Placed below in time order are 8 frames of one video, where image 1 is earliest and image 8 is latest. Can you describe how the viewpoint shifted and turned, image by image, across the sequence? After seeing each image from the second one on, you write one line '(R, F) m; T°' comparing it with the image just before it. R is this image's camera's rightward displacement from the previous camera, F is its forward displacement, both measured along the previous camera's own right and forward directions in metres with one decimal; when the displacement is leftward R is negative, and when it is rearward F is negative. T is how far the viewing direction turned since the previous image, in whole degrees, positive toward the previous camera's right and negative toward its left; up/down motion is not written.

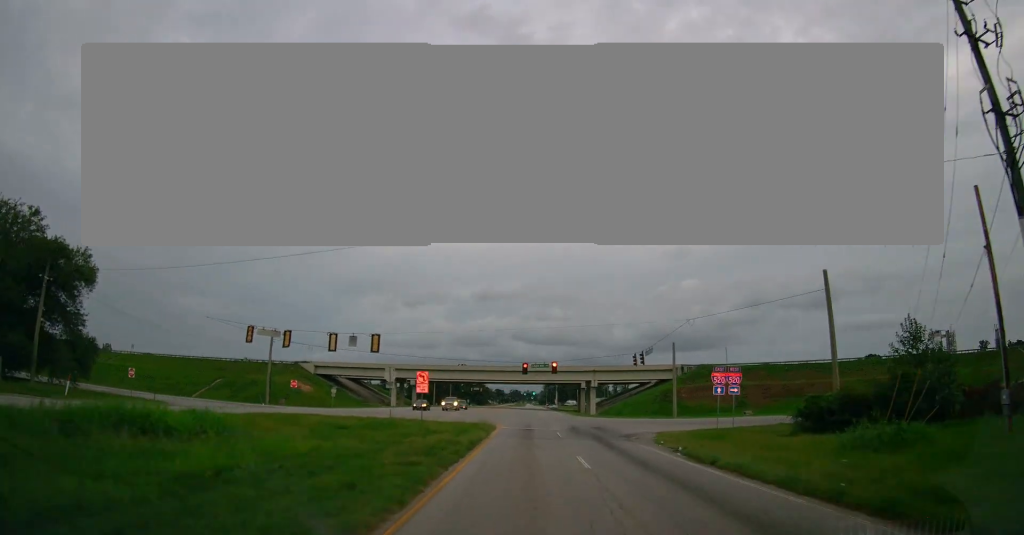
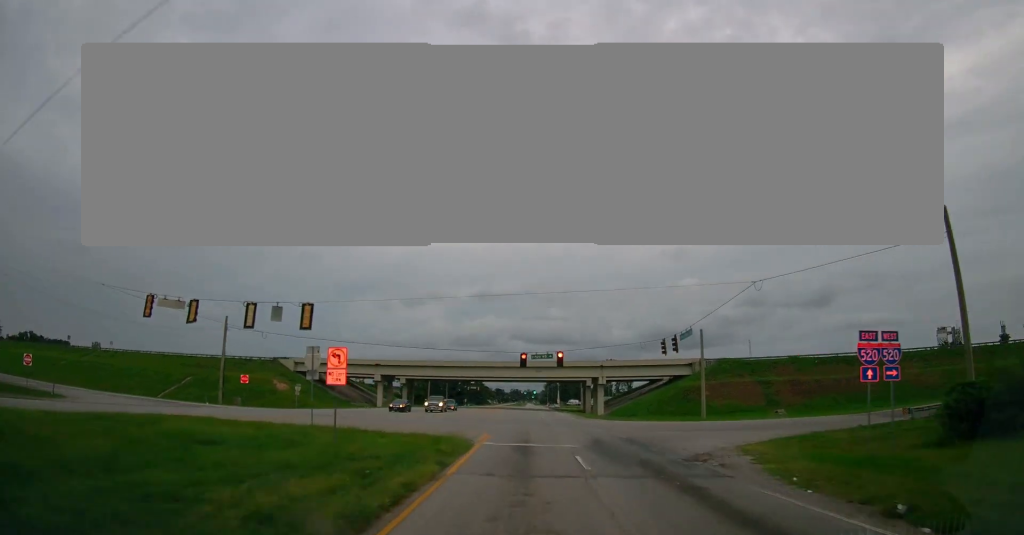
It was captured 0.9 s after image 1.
(0.0, +13.3) m; 0°
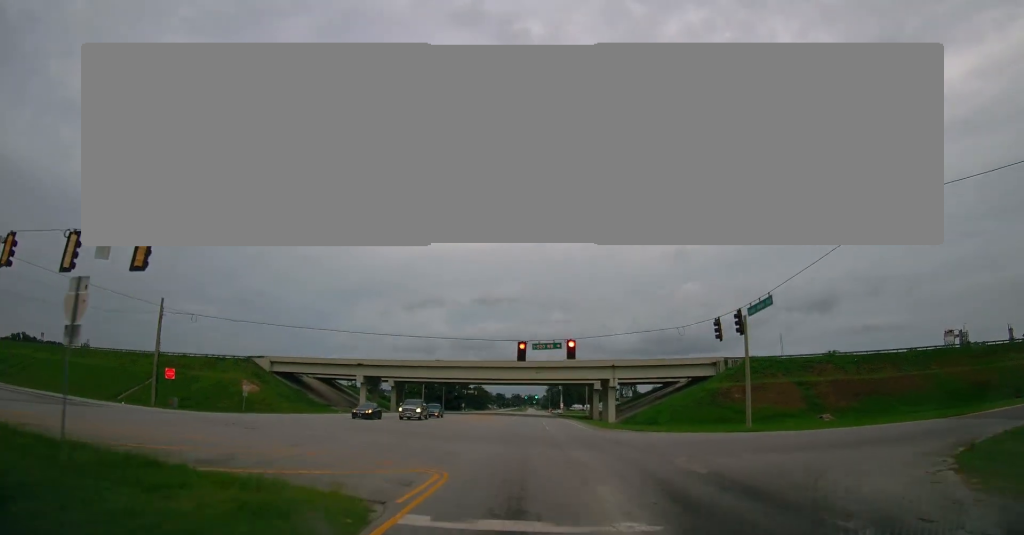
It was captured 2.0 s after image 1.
(0.0, +13.8) m; 0°
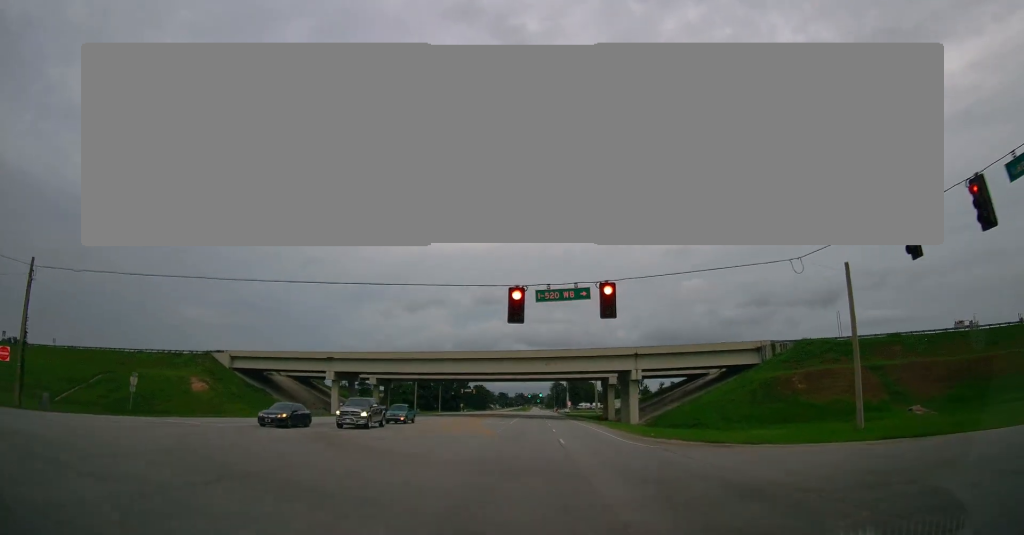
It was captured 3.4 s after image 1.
(+0.2, +16.8) m; 0°
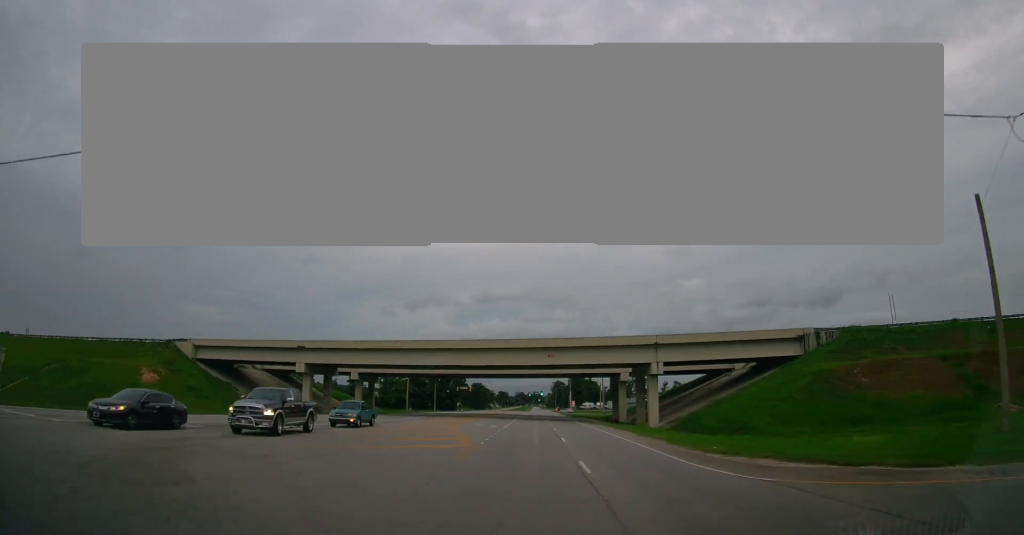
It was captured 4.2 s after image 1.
(-0.2, +10.8) m; -1°
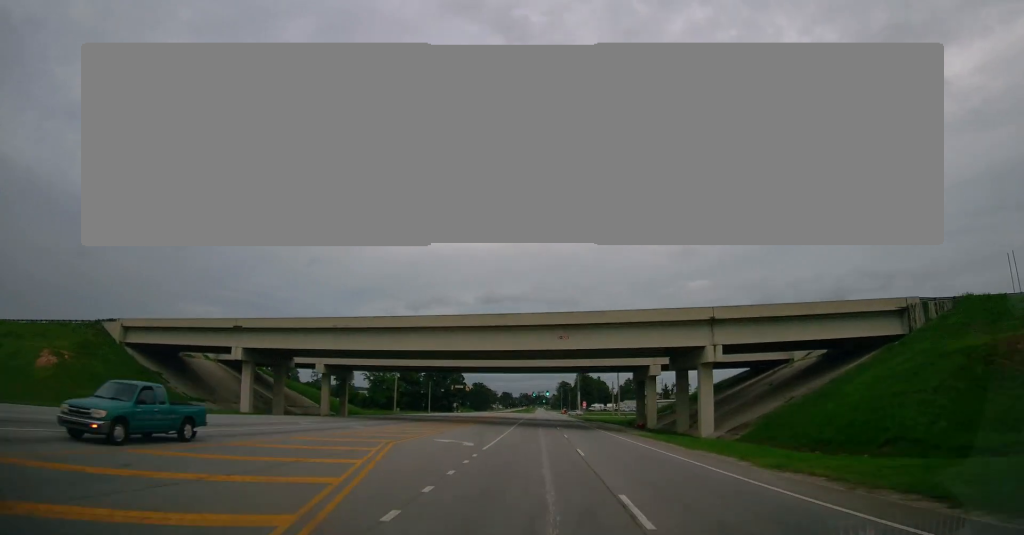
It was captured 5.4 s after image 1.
(0.0, +16.8) m; +1°
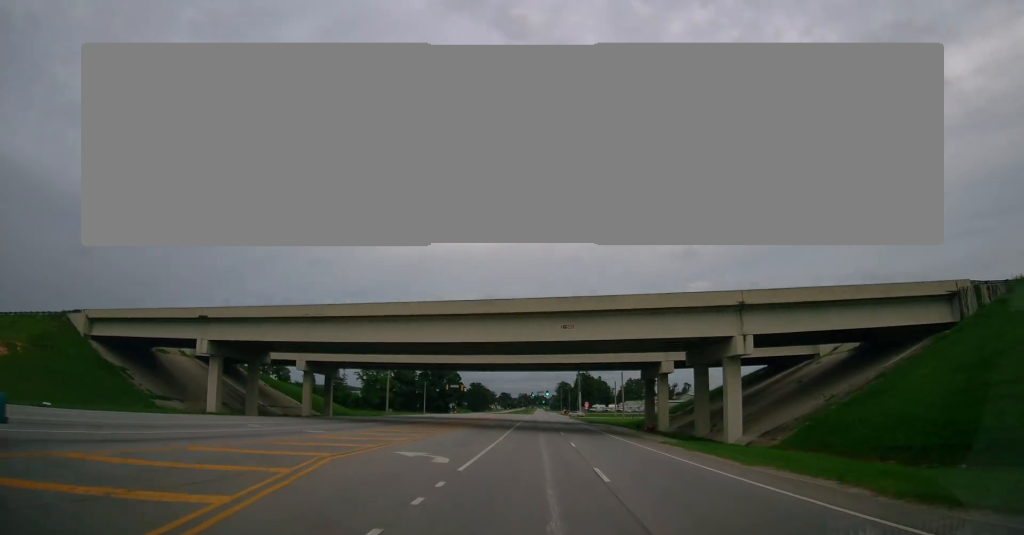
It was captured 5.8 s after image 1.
(+0.1, +6.4) m; 0°
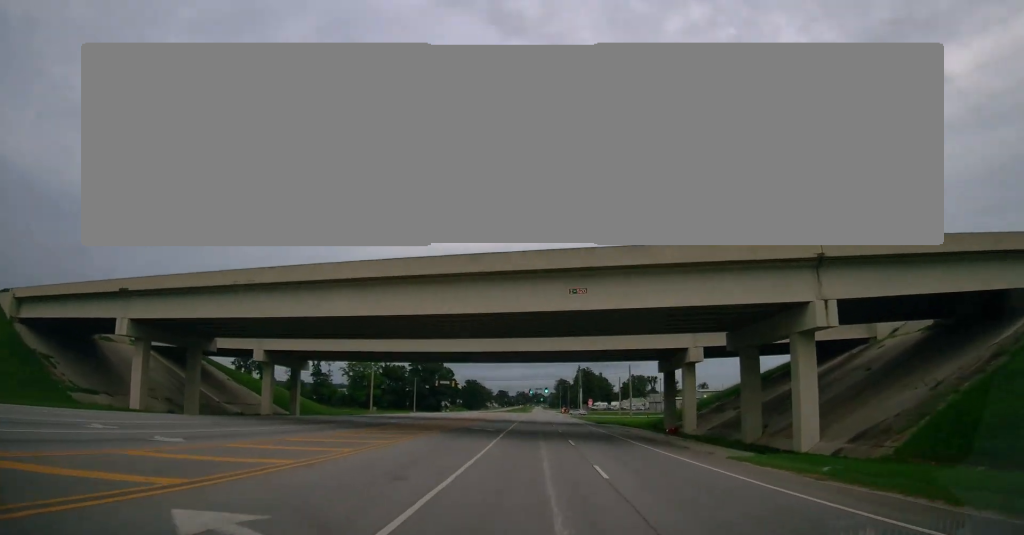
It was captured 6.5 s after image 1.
(+0.1, +10.9) m; 0°
